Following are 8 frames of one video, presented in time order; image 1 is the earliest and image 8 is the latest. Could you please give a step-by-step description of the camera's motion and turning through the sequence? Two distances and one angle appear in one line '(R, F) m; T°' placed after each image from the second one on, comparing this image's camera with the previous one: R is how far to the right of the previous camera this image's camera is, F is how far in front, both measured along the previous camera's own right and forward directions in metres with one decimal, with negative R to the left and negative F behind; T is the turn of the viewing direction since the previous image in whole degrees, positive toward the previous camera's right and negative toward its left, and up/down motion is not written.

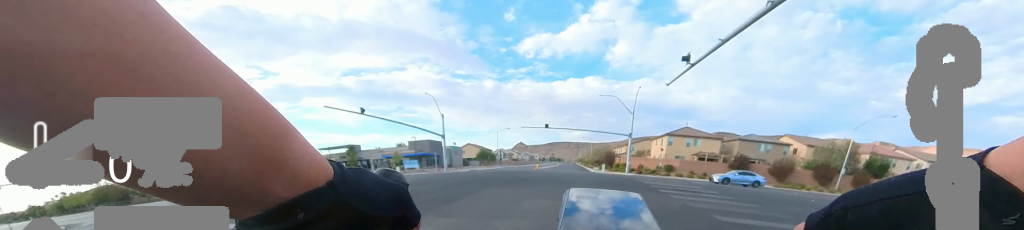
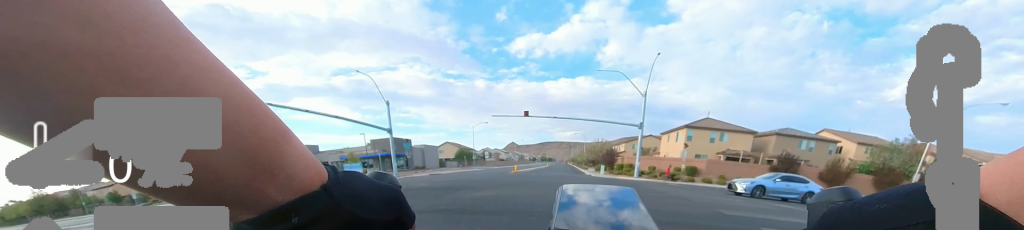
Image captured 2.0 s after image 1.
(0.0, +13.2) m; 0°
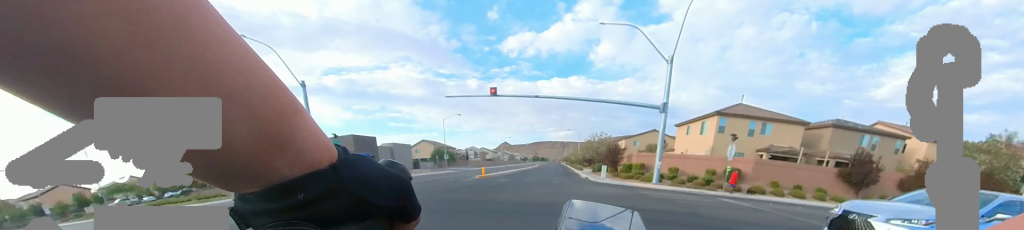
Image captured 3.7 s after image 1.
(0.0, +11.7) m; 0°
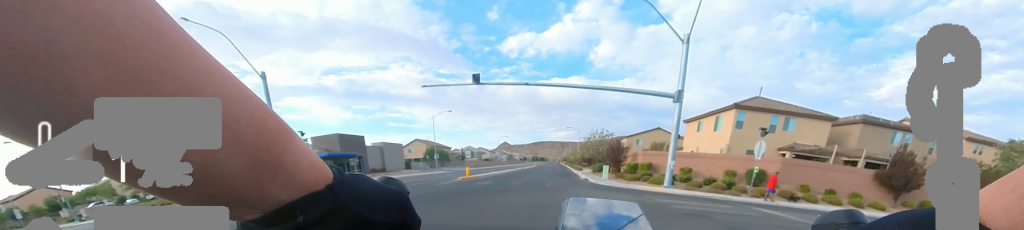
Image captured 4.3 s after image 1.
(0.0, +3.6) m; 0°
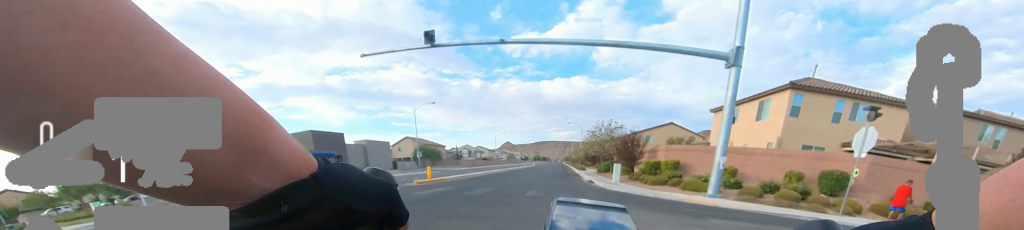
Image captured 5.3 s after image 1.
(0.0, +6.3) m; 0°
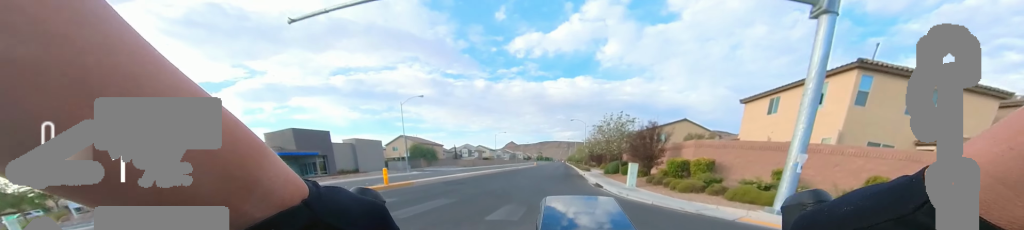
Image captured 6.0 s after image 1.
(0.0, +4.3) m; 0°
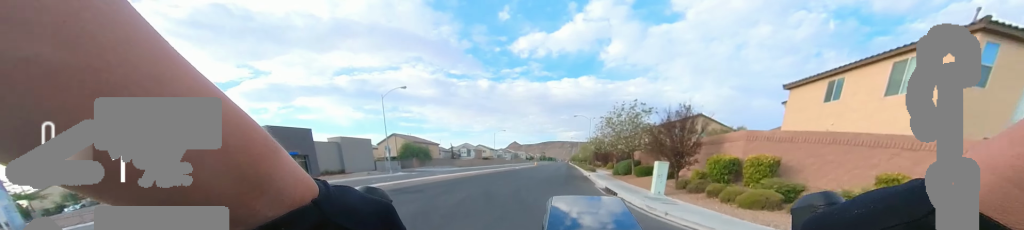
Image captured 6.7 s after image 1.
(0.0, +4.6) m; 0°
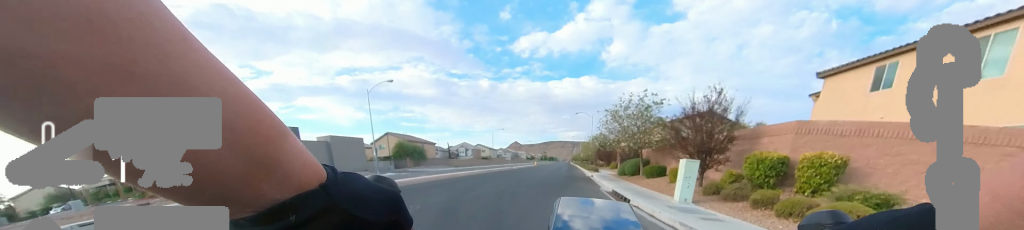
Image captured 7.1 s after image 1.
(0.0, +2.6) m; 0°
